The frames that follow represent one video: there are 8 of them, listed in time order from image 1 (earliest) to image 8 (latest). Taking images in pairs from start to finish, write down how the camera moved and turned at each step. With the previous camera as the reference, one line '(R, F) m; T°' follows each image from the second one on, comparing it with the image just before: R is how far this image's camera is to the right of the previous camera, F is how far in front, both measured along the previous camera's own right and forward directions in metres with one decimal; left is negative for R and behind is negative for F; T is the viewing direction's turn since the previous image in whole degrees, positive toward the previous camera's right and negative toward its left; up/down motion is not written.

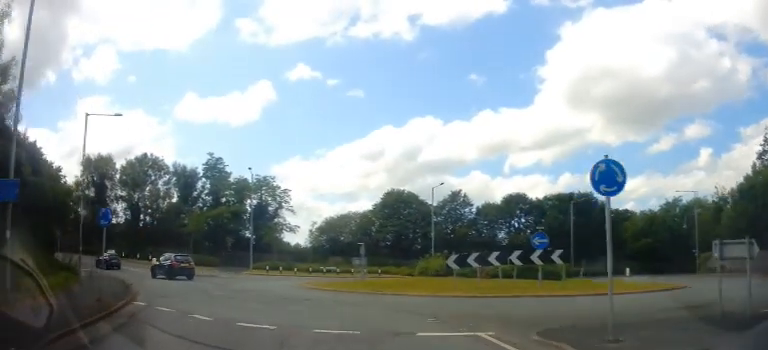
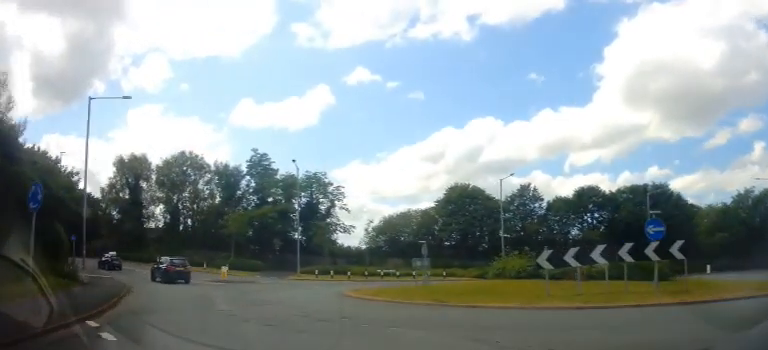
(-0.4, +5.6) m; -9°
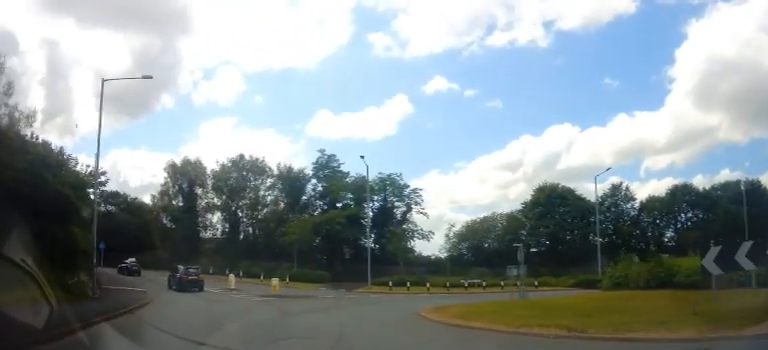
(-0.5, +5.4) m; -10°
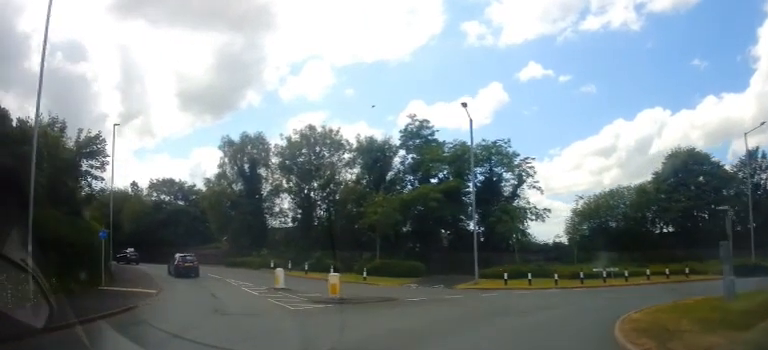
(-1.3, +9.6) m; -8°
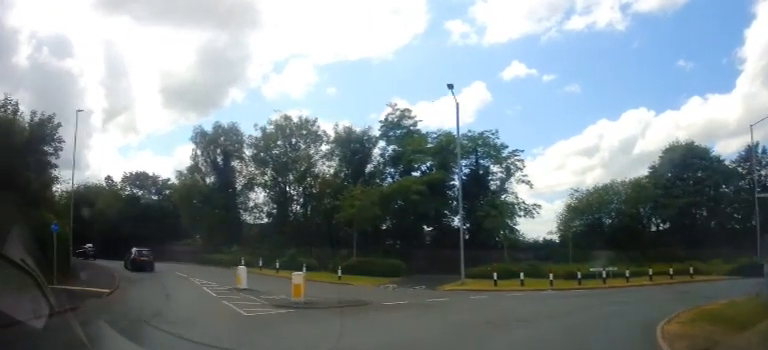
(-0.1, +2.6) m; +3°
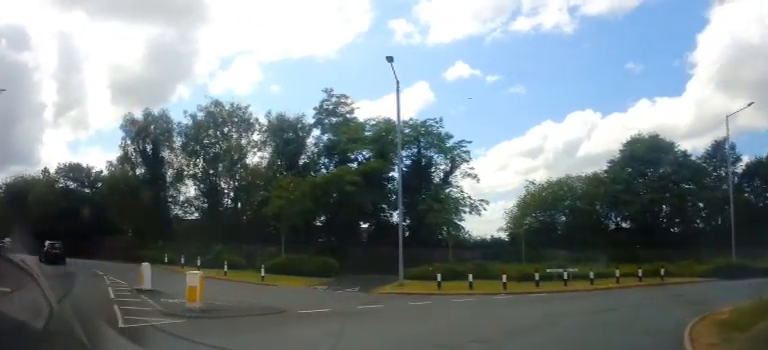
(+0.2, +3.3) m; +8°
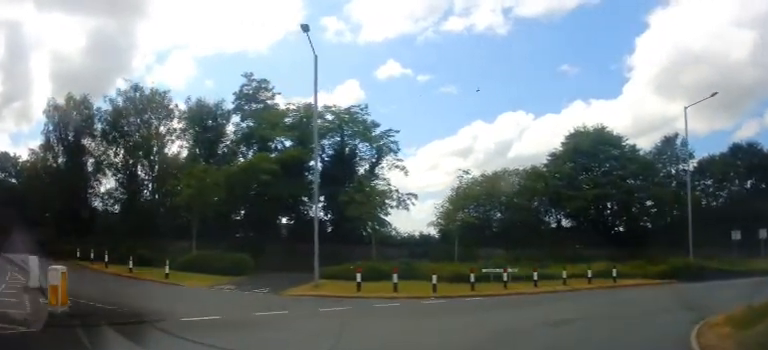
(-0.1, +2.7) m; +8°
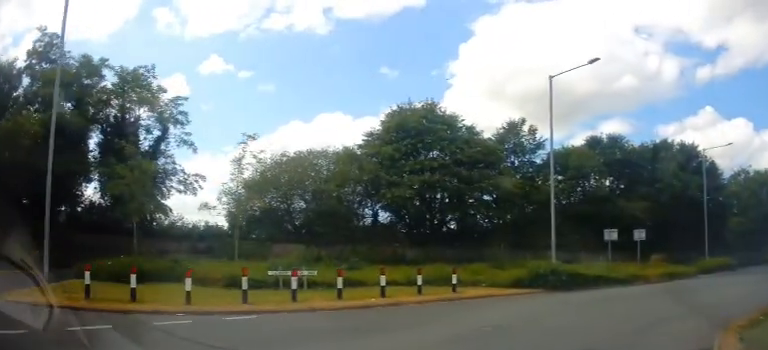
(+1.1, +6.2) m; +19°
